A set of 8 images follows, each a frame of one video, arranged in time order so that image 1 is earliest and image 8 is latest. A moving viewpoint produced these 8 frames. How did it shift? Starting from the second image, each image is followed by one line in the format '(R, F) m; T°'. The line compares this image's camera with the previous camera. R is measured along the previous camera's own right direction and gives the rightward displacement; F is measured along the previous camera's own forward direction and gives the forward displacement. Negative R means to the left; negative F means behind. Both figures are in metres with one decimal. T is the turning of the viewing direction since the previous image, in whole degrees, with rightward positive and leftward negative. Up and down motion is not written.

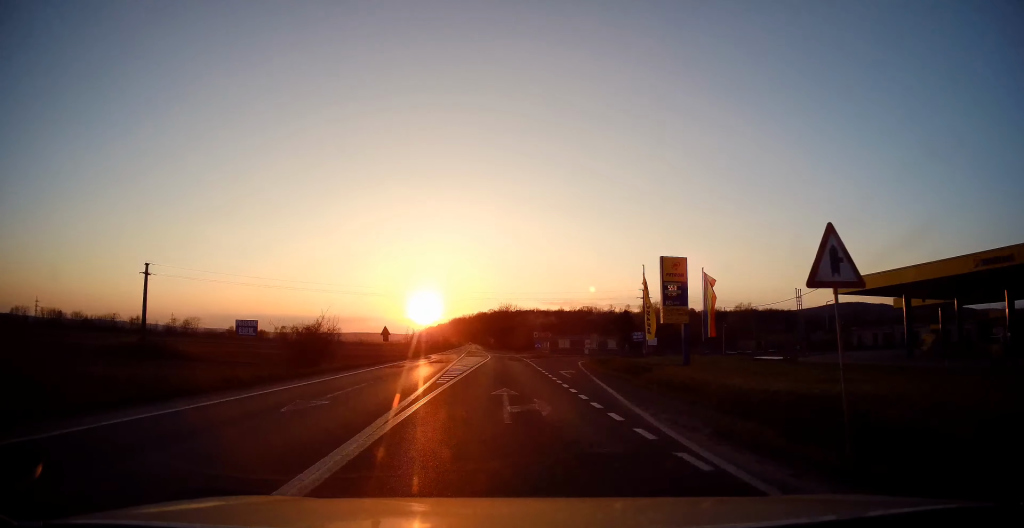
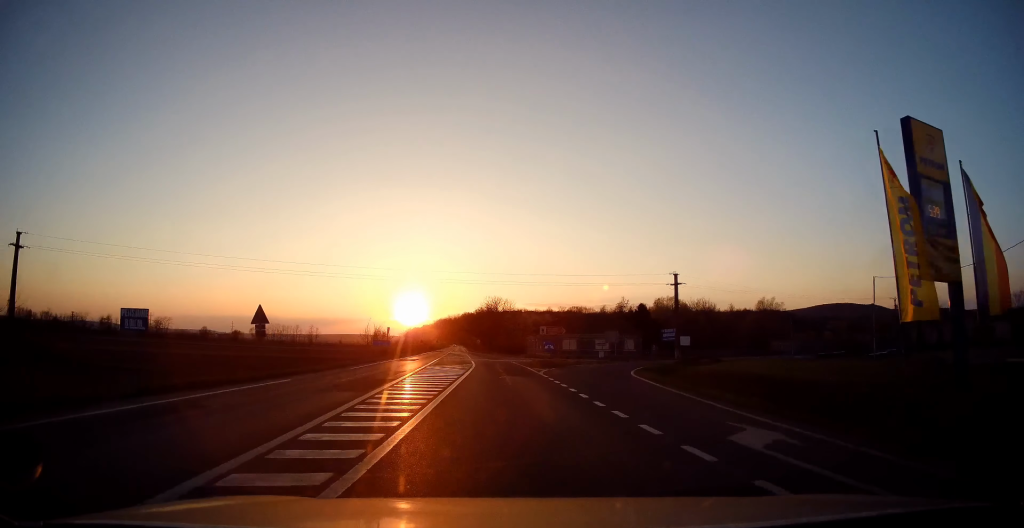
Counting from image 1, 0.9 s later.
(+0.7, +21.4) m; +2°
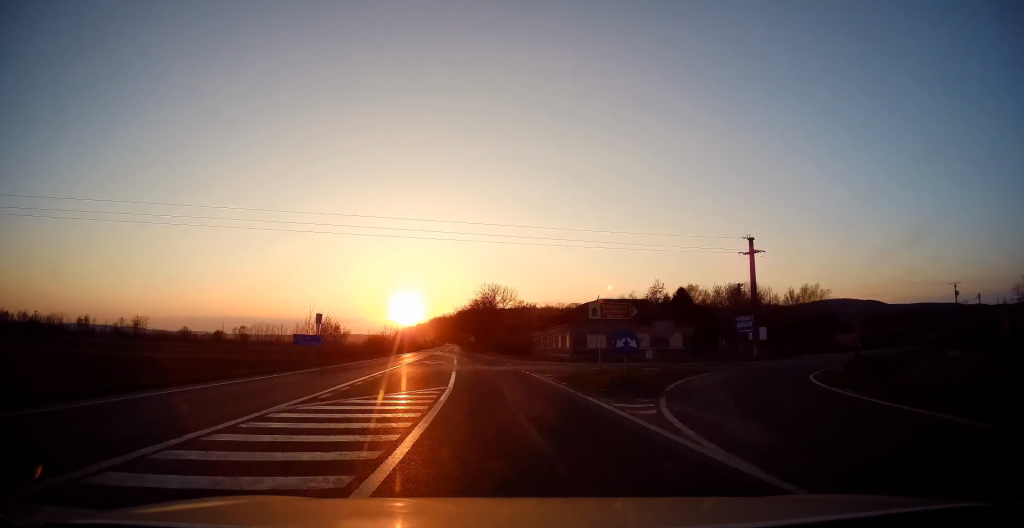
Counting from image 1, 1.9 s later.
(+0.1, +22.0) m; +1°
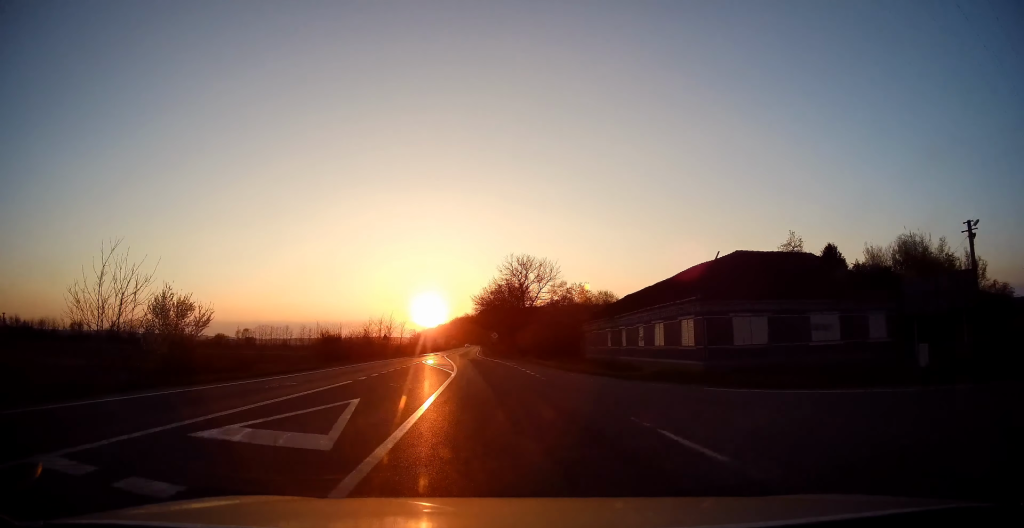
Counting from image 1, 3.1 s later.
(-0.2, +30.9) m; -2°
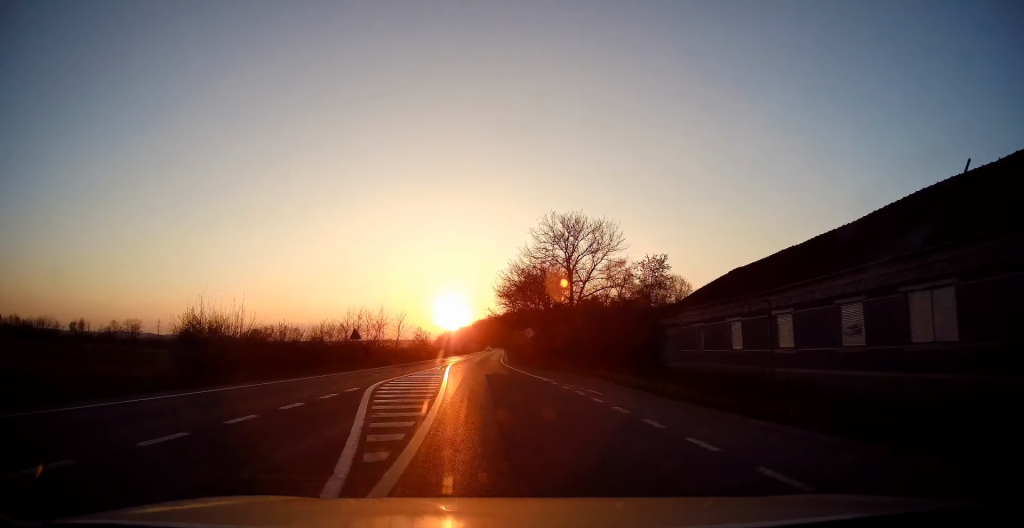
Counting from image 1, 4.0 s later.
(-0.4, +21.6) m; -1°
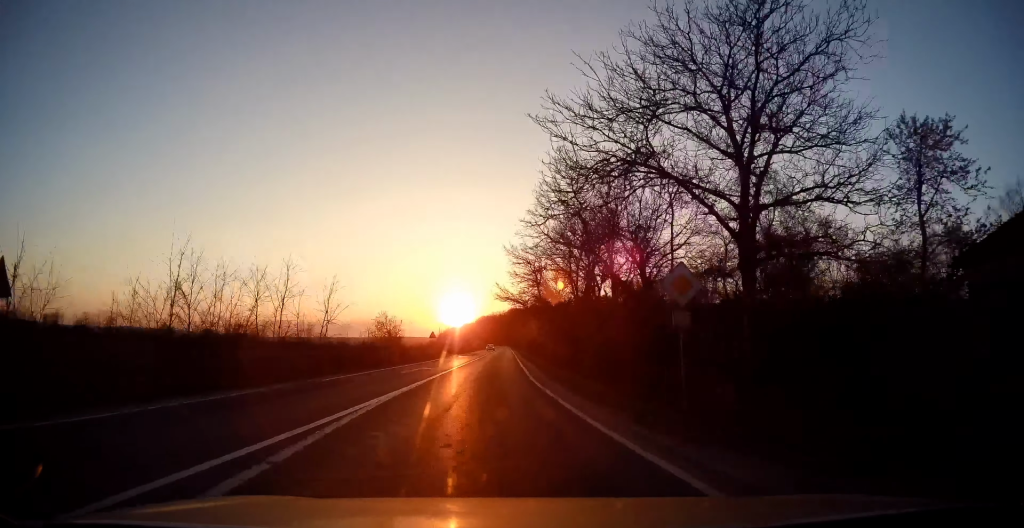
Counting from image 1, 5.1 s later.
(-0.1, +28.9) m; 0°
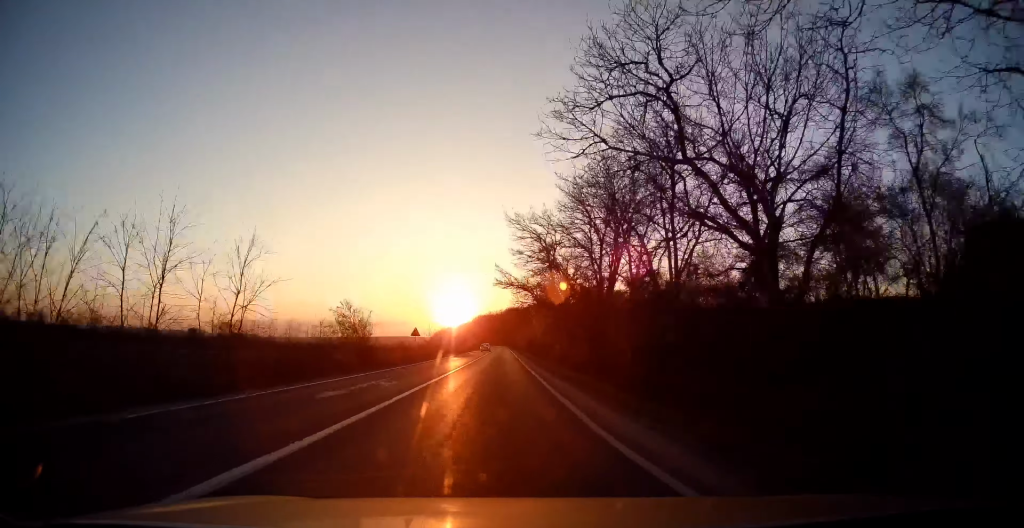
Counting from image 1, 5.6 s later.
(0.0, +11.2) m; 0°
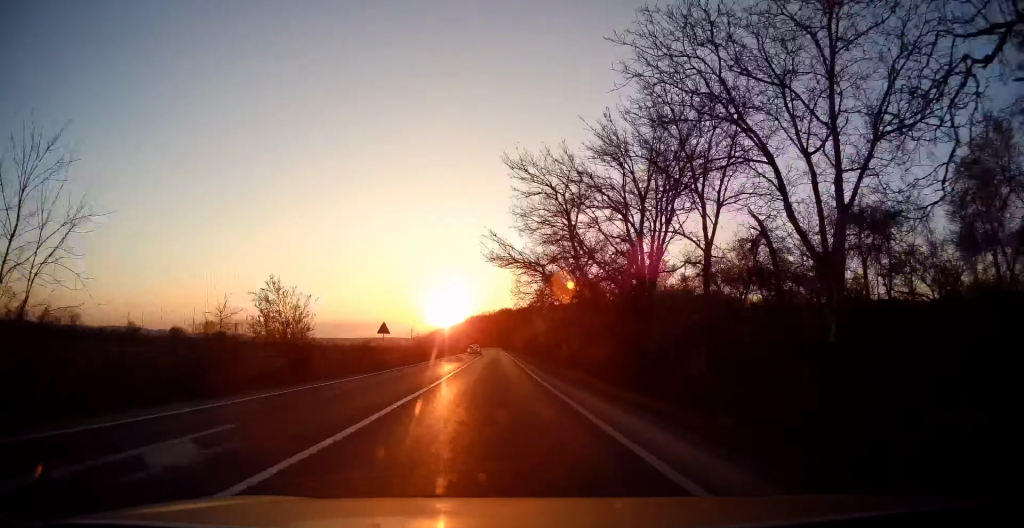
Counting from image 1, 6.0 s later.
(0.0, +11.3) m; 0°
